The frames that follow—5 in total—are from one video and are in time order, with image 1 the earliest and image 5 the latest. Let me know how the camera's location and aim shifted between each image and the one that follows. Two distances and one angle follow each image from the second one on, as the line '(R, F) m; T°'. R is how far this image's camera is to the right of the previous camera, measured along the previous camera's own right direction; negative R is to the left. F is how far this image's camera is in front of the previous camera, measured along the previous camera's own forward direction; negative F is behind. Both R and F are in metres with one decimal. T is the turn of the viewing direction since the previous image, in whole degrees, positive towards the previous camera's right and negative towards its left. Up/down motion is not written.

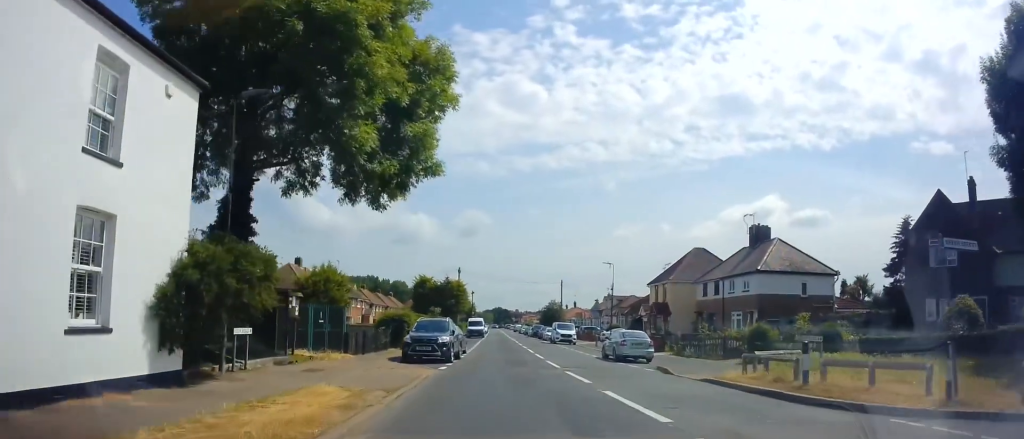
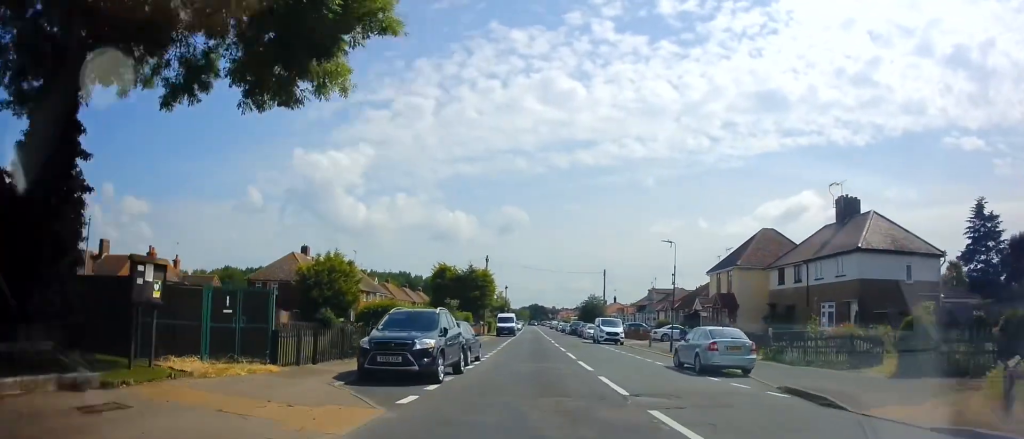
(-0.2, +8.6) m; -4°
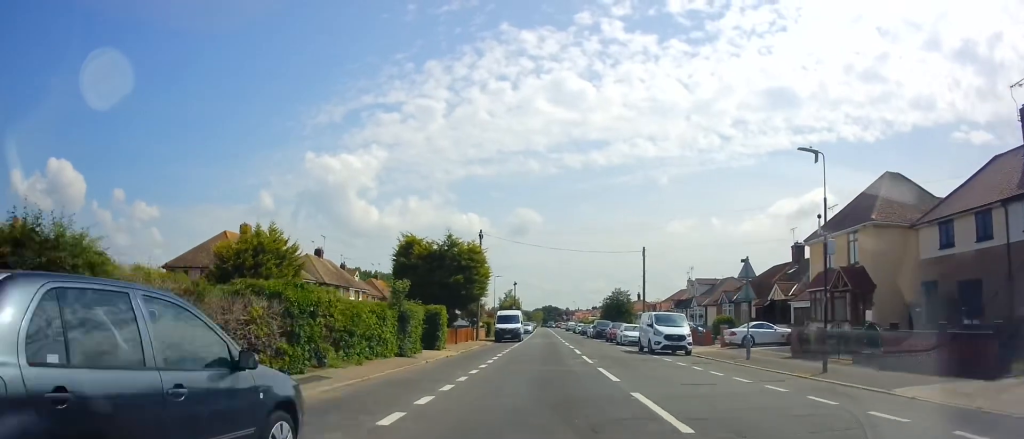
(-1.2, +16.4) m; -4°
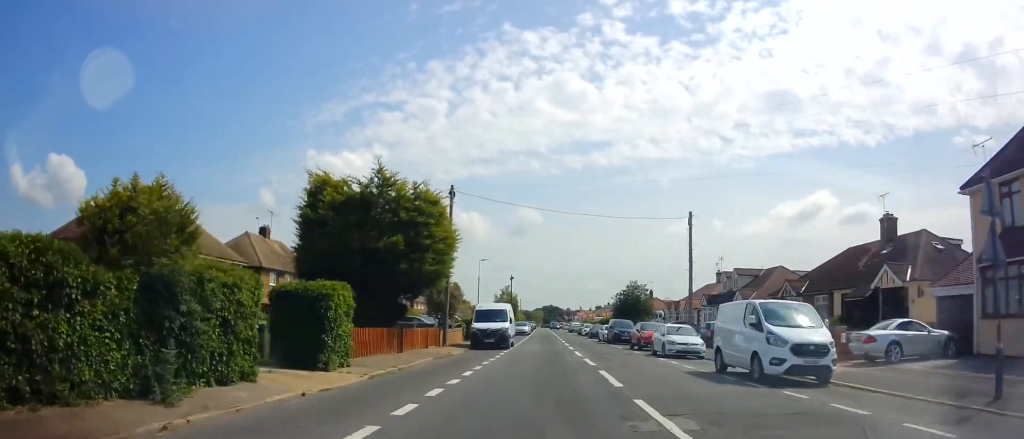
(+0.2, +13.5) m; -1°
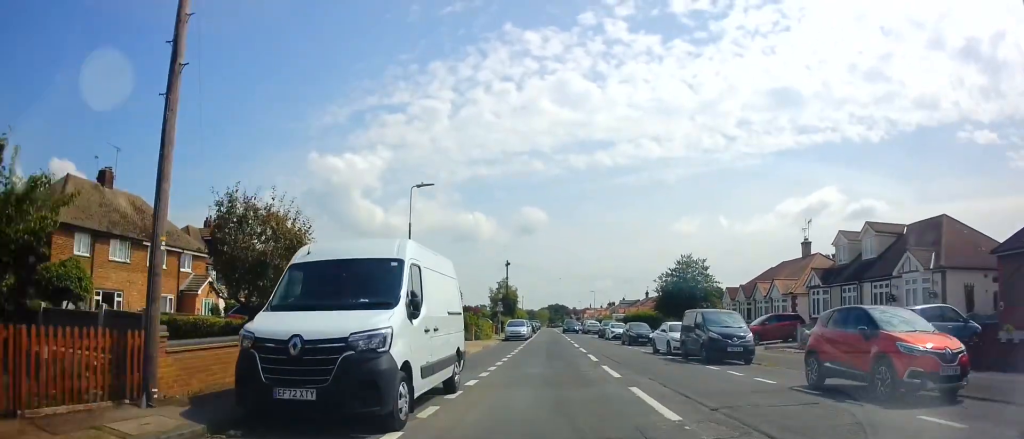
(-0.3, +22.7) m; -1°
